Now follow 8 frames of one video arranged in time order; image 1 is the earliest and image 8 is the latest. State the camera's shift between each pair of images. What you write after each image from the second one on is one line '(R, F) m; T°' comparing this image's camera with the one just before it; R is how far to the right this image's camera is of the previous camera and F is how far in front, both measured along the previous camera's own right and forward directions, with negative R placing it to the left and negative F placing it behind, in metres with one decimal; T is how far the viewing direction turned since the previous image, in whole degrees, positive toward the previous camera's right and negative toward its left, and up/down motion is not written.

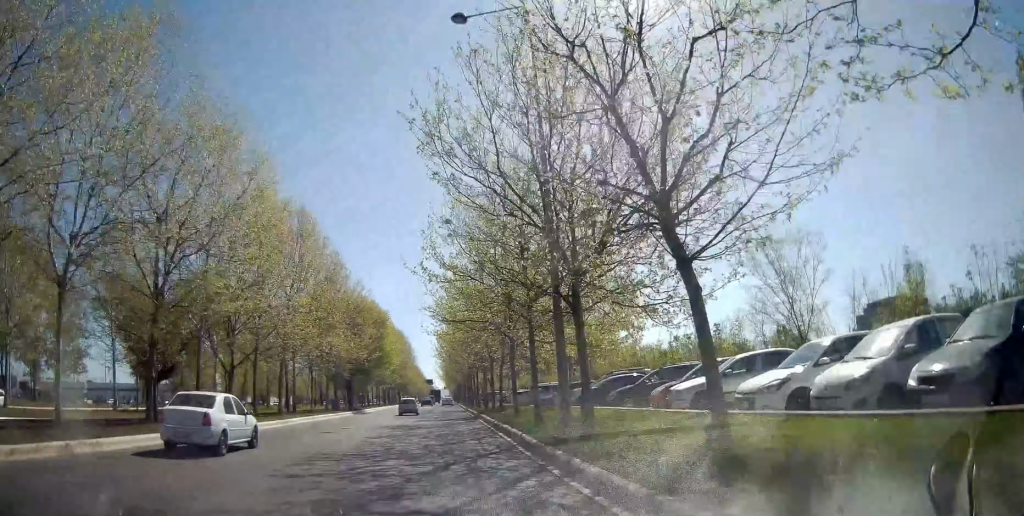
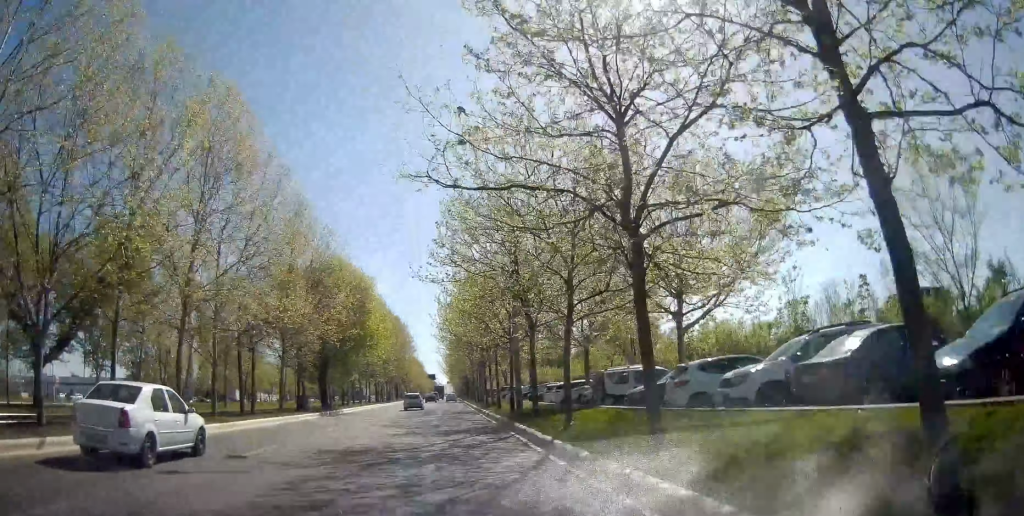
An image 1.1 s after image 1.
(-0.2, +15.3) m; -1°
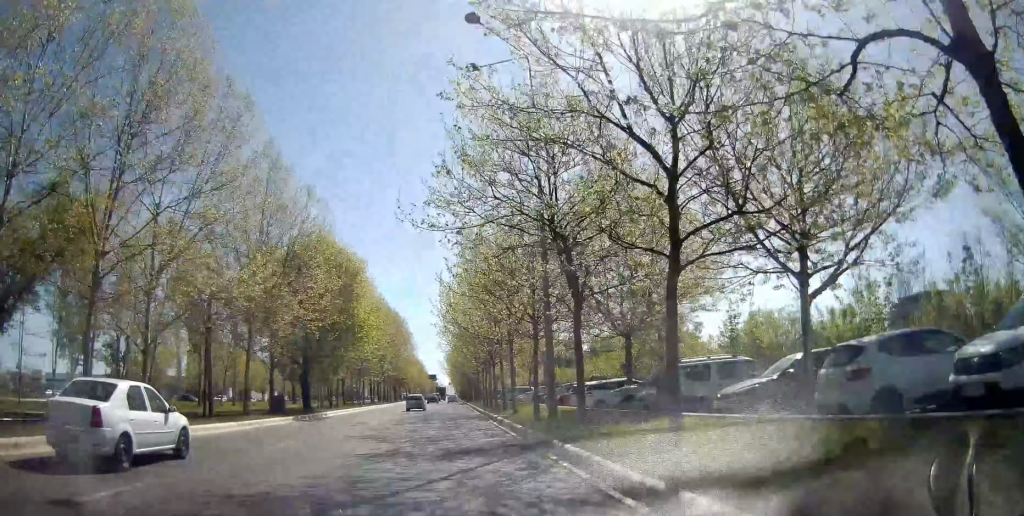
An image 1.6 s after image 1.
(0.0, +6.8) m; 0°
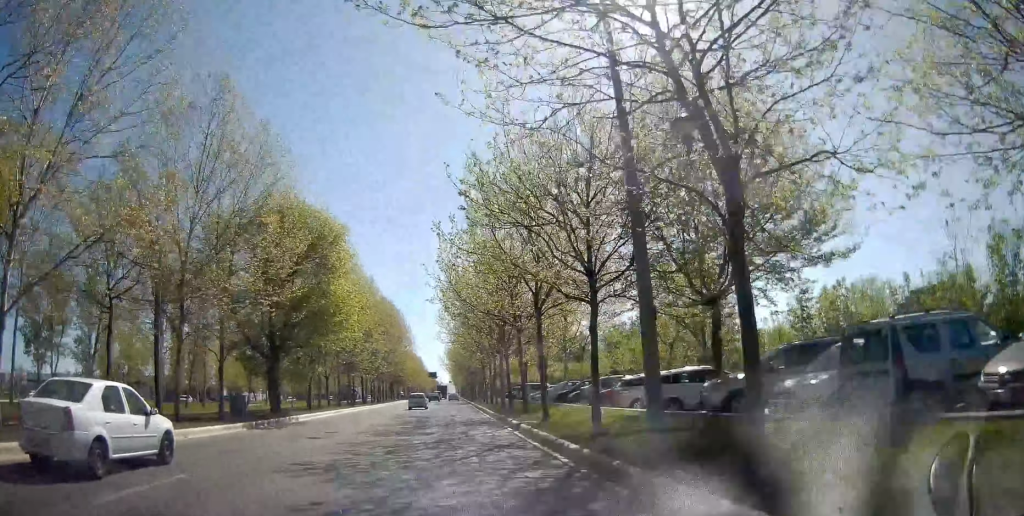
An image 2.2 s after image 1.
(0.0, +8.2) m; 0°
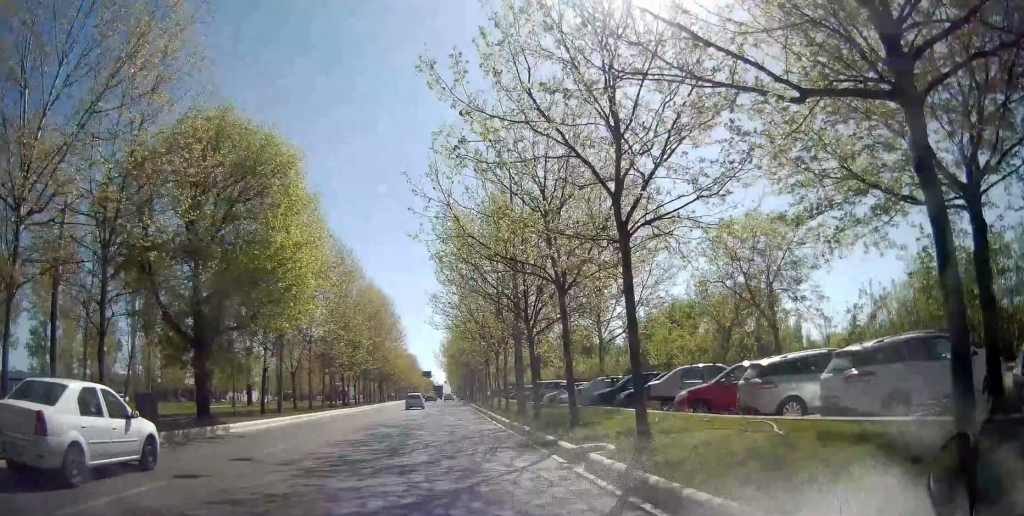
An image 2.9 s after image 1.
(0.0, +9.5) m; 0°
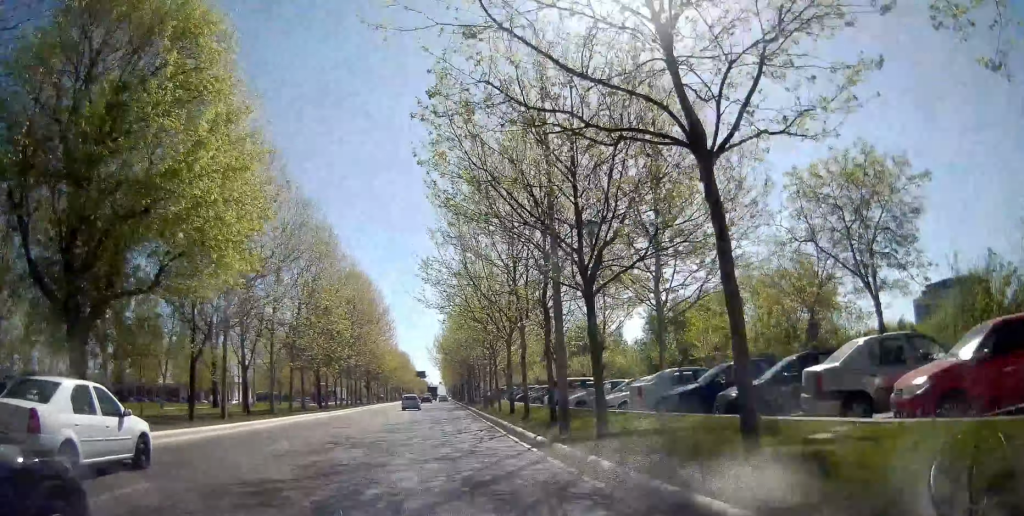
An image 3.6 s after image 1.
(0.0, +9.0) m; 0°
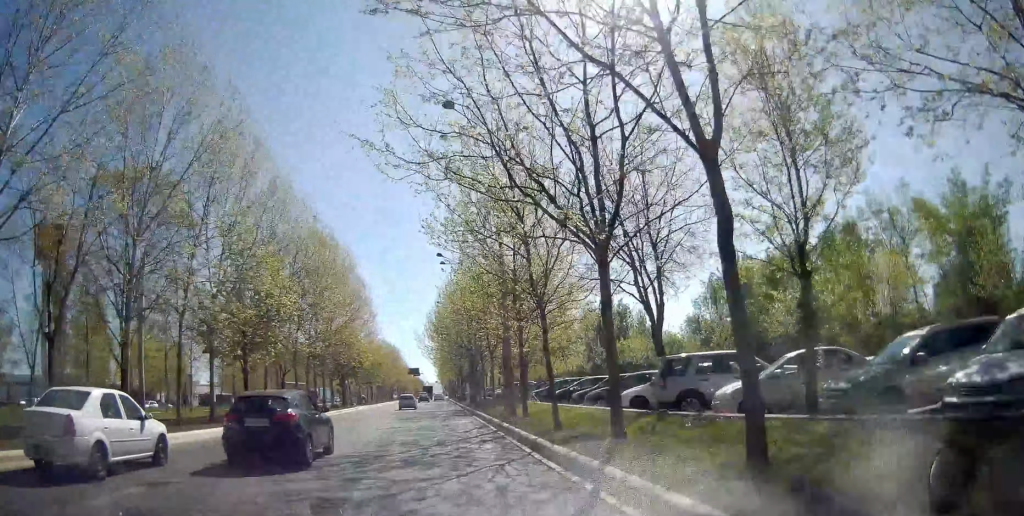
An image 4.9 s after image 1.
(+0.4, +16.8) m; +2°
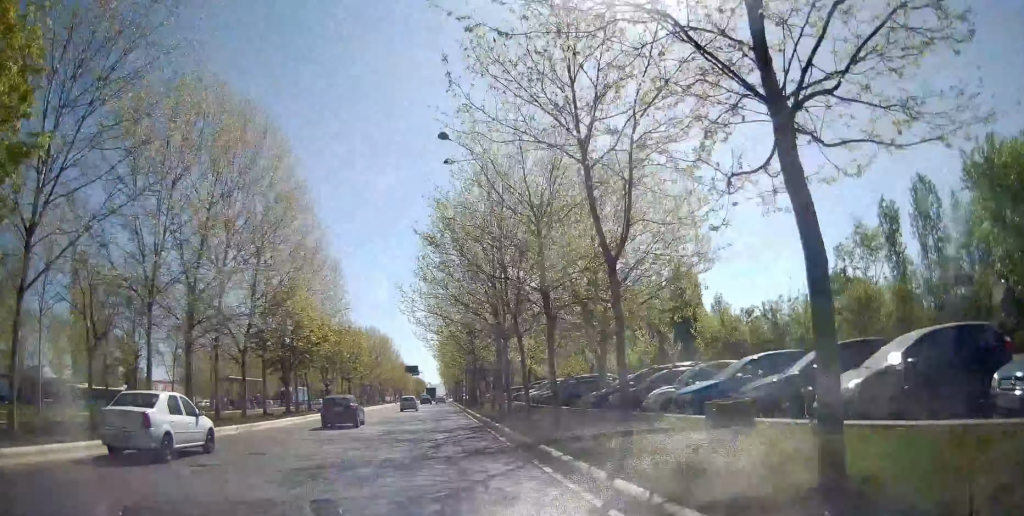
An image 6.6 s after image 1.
(-0.2, +22.4) m; -2°
